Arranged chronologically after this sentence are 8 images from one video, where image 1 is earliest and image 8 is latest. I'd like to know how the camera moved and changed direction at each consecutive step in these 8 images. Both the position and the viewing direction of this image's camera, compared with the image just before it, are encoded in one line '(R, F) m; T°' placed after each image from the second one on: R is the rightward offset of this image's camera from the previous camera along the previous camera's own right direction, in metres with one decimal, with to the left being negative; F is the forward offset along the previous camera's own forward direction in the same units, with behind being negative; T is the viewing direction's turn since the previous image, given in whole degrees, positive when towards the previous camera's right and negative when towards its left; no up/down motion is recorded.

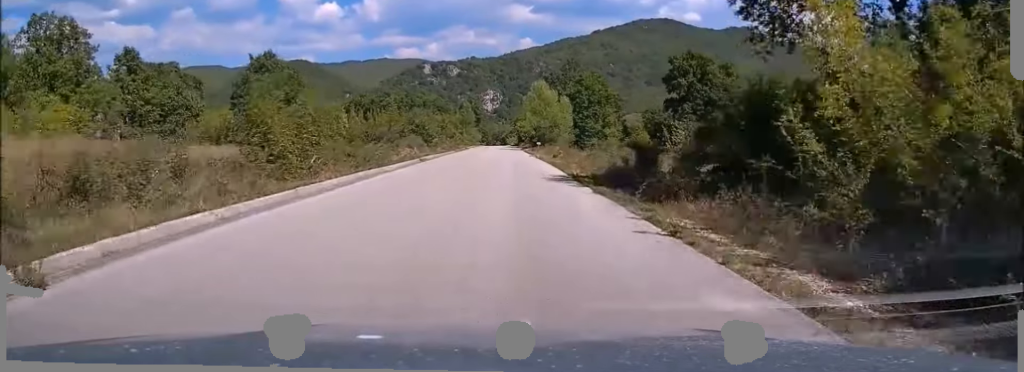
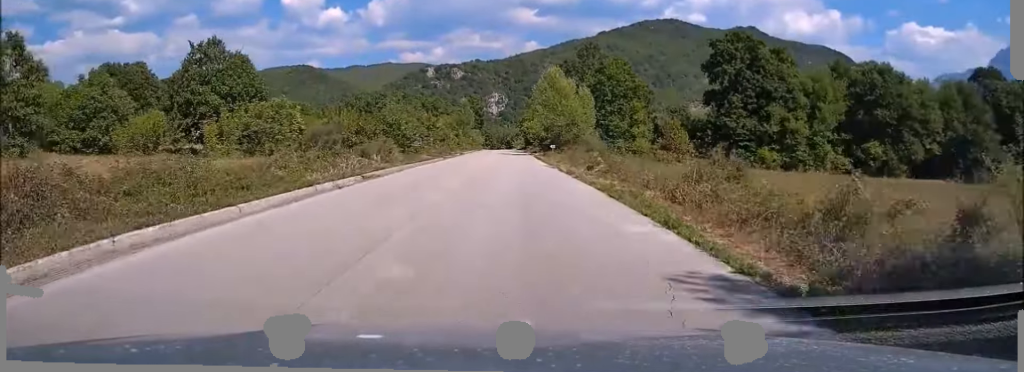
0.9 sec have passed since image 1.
(-0.2, +20.2) m; -1°
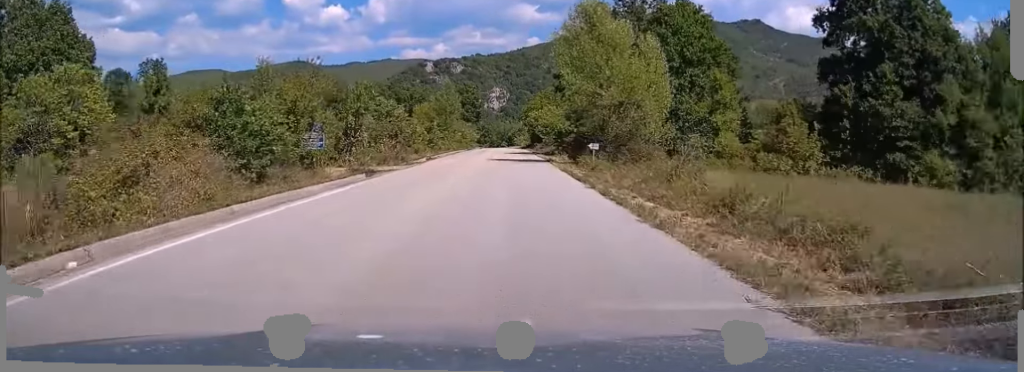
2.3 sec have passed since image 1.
(0.0, +33.0) m; 0°
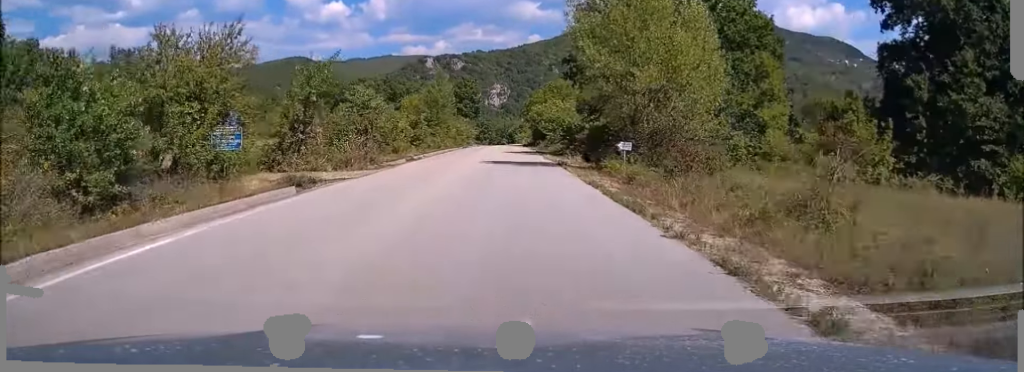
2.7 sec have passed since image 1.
(-0.1, +9.5) m; 0°
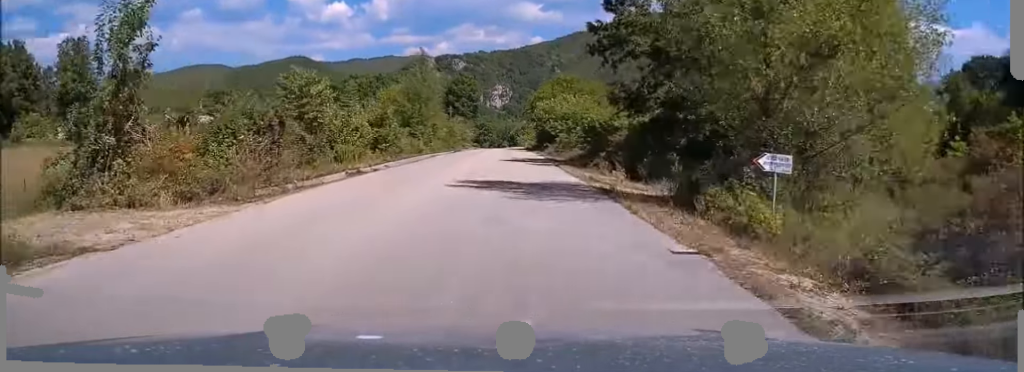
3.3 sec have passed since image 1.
(-0.1, +14.2) m; 0°
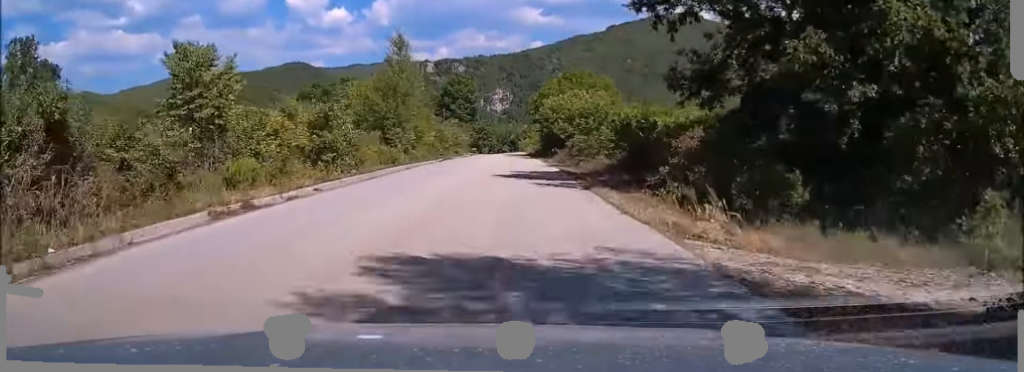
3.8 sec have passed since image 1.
(0.0, +11.8) m; 0°
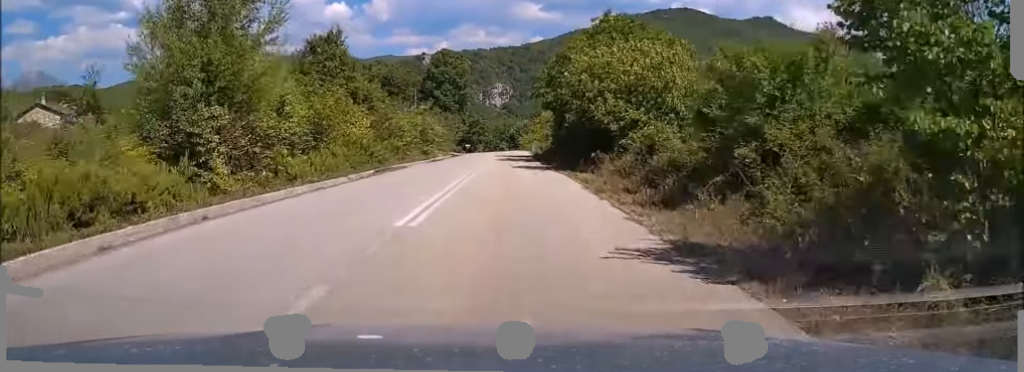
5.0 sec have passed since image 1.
(+0.1, +28.8) m; 0°
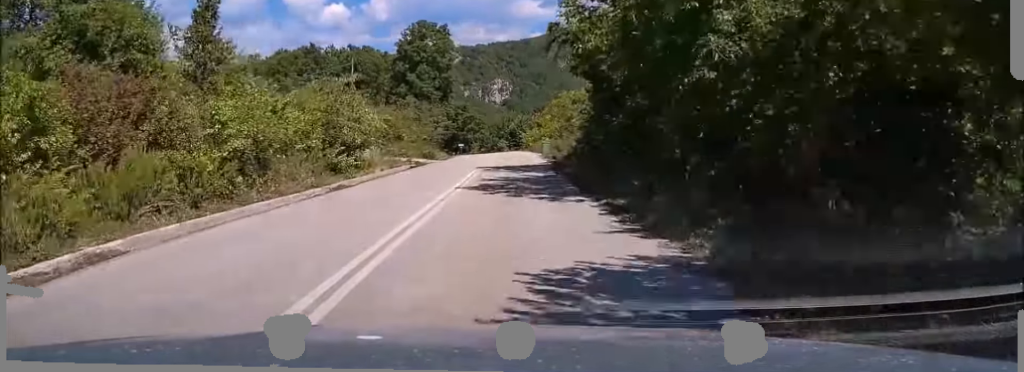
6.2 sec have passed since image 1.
(0.0, +27.2) m; -1°
